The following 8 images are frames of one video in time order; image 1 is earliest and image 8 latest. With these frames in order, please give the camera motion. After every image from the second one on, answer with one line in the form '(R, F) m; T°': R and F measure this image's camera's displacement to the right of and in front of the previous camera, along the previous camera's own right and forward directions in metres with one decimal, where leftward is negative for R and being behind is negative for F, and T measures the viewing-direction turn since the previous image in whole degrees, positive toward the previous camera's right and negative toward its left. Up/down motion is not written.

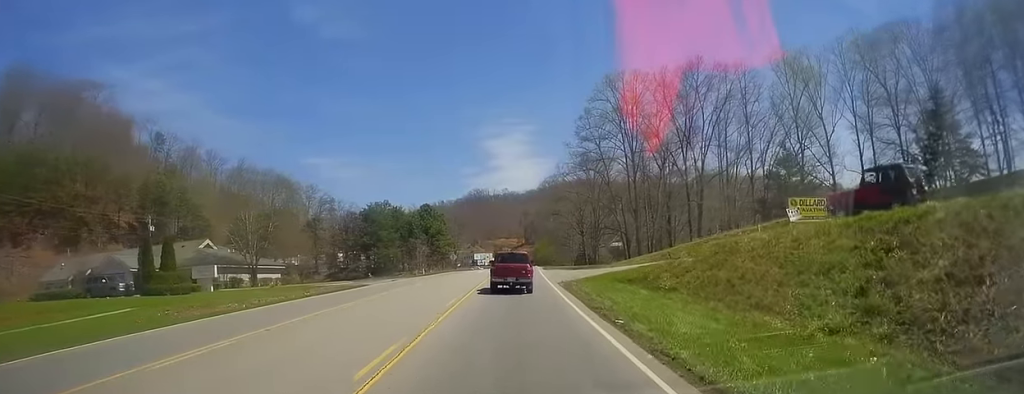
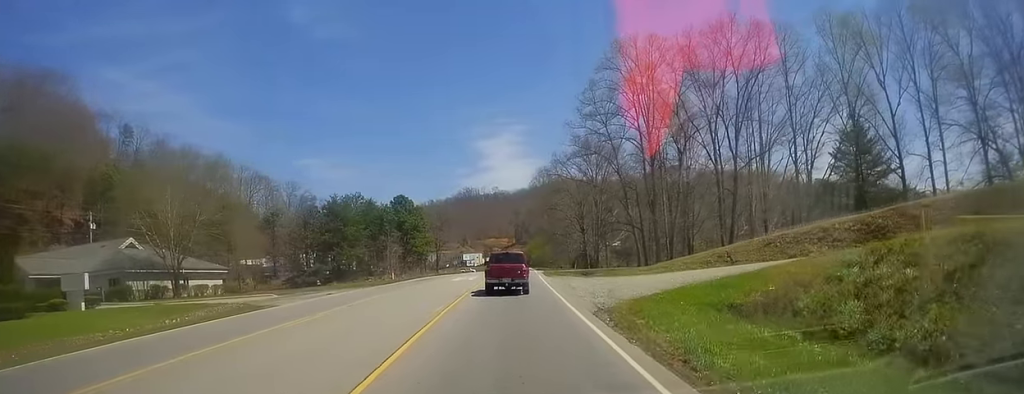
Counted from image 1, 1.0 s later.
(+0.2, +16.5) m; +2°
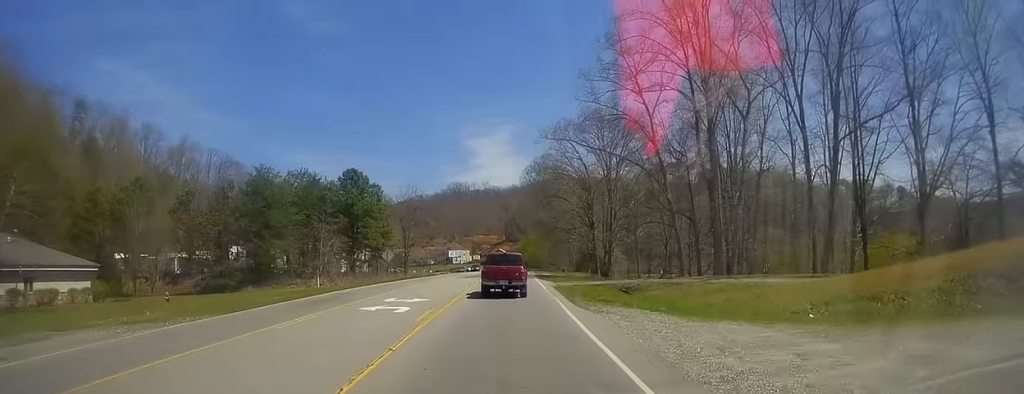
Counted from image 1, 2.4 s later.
(+0.9, +24.5) m; +1°
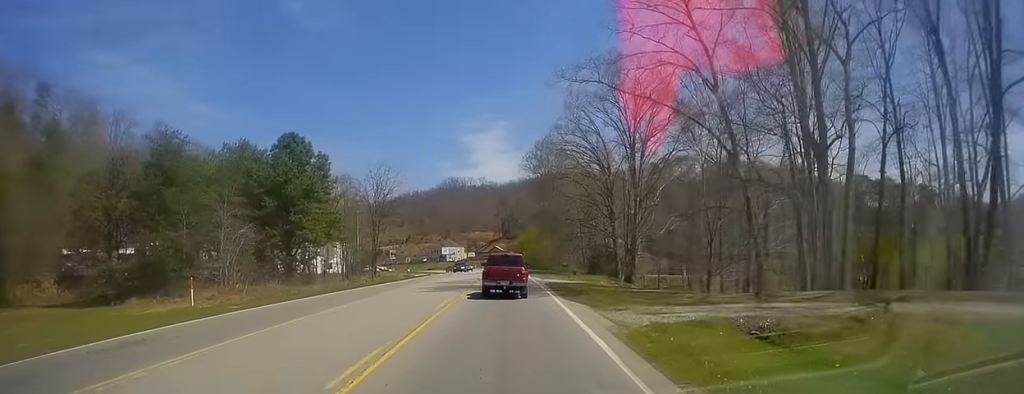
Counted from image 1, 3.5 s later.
(-0.6, +19.5) m; -2°
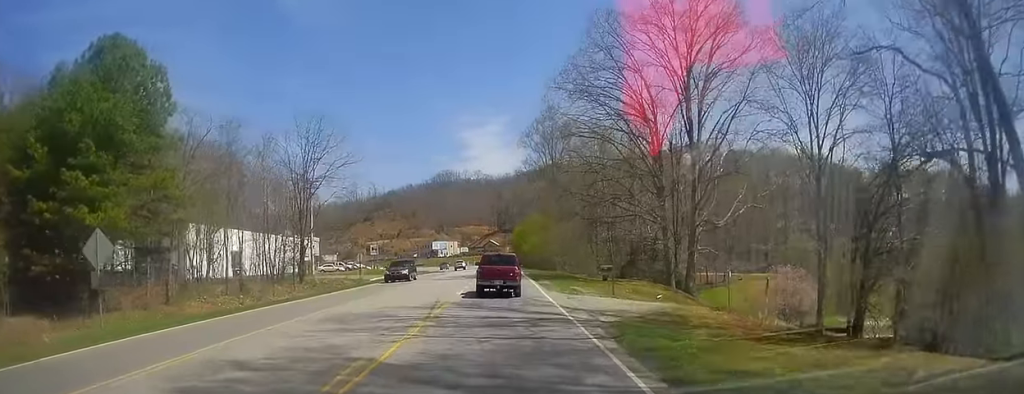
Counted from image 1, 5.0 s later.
(+0.7, +24.7) m; +3°
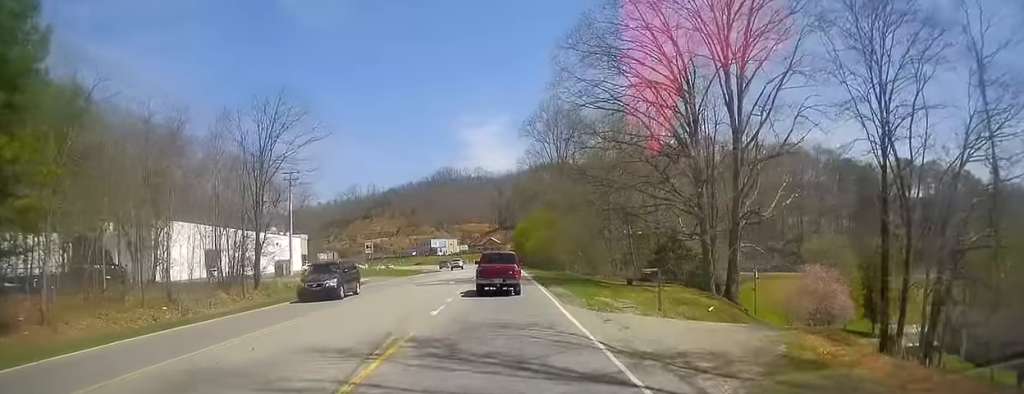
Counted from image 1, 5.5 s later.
(+0.2, +9.0) m; 0°
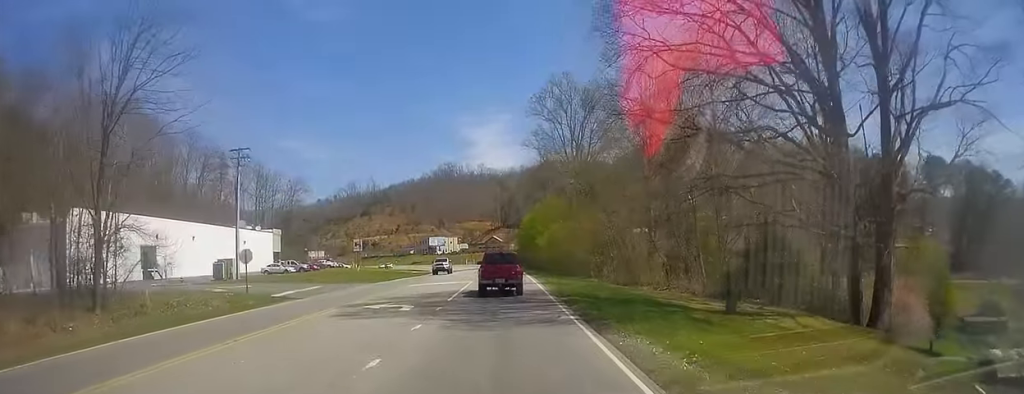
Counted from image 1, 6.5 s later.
(-0.3, +16.9) m; -1°
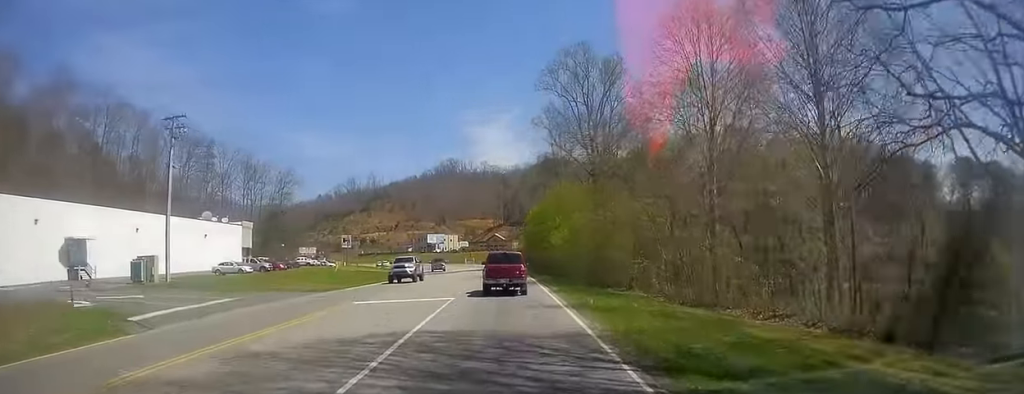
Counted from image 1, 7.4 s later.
(0.0, +14.3) m; 0°
